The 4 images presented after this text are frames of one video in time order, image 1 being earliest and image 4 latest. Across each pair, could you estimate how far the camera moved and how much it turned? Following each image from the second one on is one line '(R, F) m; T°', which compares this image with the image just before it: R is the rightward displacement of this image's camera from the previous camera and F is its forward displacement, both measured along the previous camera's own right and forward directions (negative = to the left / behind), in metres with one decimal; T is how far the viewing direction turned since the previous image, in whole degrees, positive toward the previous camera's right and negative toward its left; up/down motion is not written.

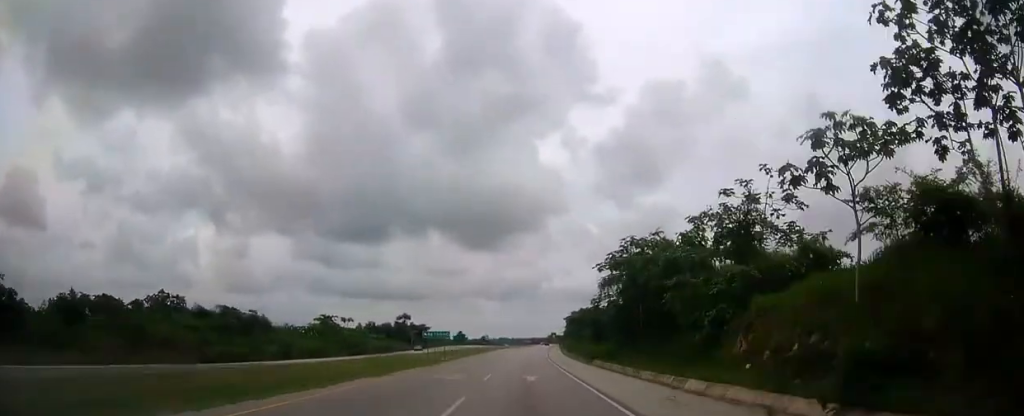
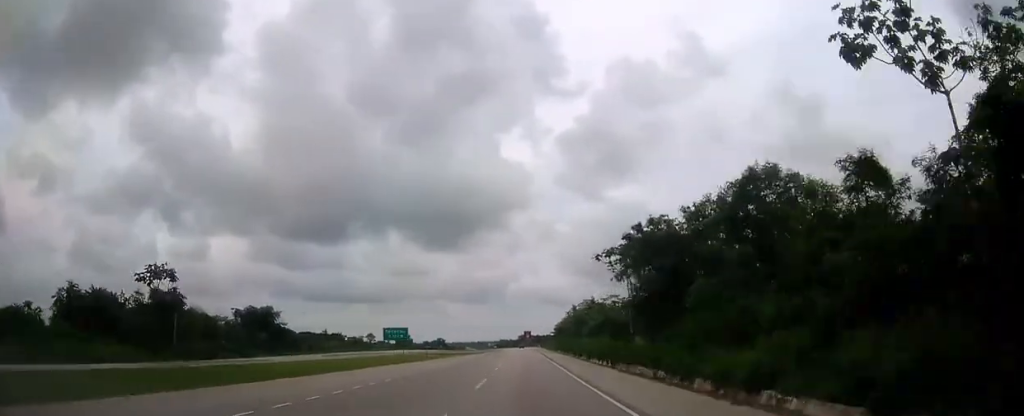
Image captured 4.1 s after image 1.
(+1.9, +123.2) m; +2°
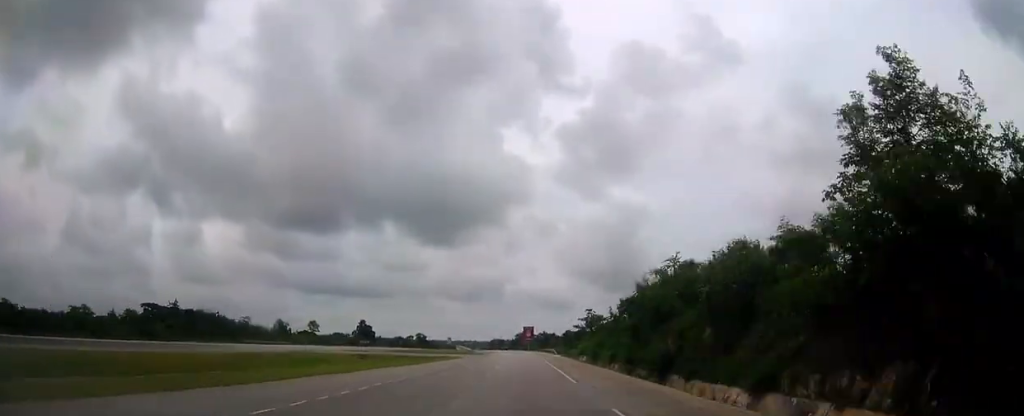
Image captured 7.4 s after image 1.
(+1.0, +97.9) m; +1°
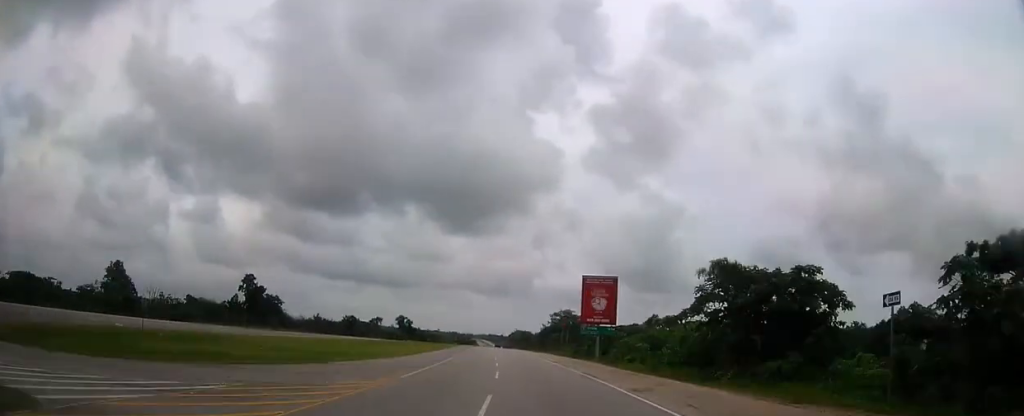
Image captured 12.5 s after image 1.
(-2.9, +149.8) m; -3°
